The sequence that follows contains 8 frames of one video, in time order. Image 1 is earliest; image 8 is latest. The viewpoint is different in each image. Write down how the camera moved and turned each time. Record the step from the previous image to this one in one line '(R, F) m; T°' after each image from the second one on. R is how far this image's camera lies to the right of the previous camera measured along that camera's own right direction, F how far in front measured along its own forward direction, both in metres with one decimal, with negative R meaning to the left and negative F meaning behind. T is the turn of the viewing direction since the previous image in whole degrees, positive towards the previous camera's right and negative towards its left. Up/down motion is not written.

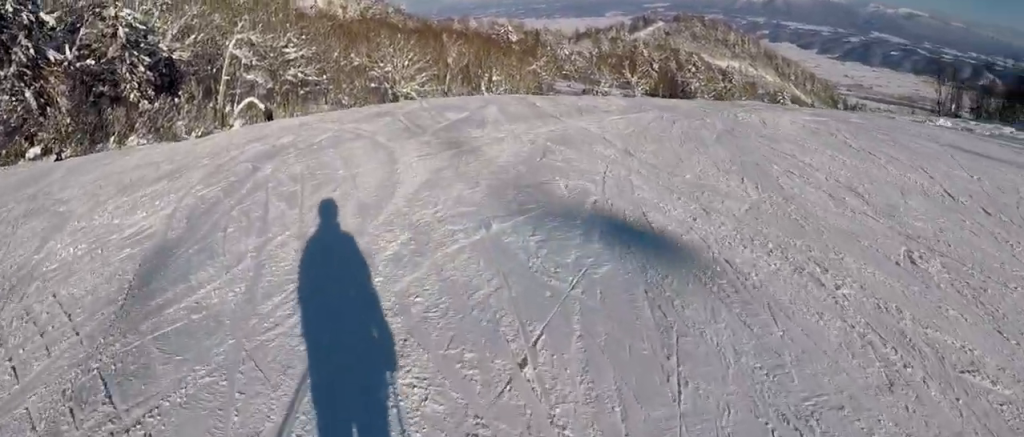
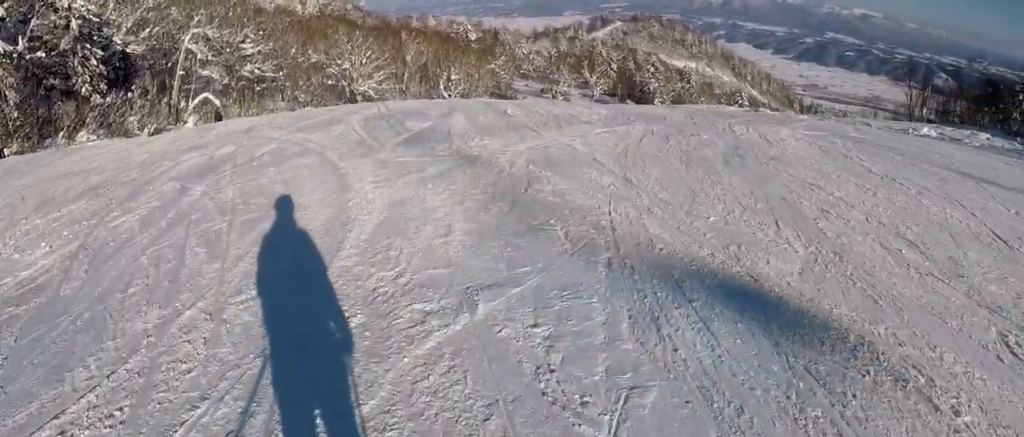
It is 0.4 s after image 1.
(0.0, +1.6) m; 0°
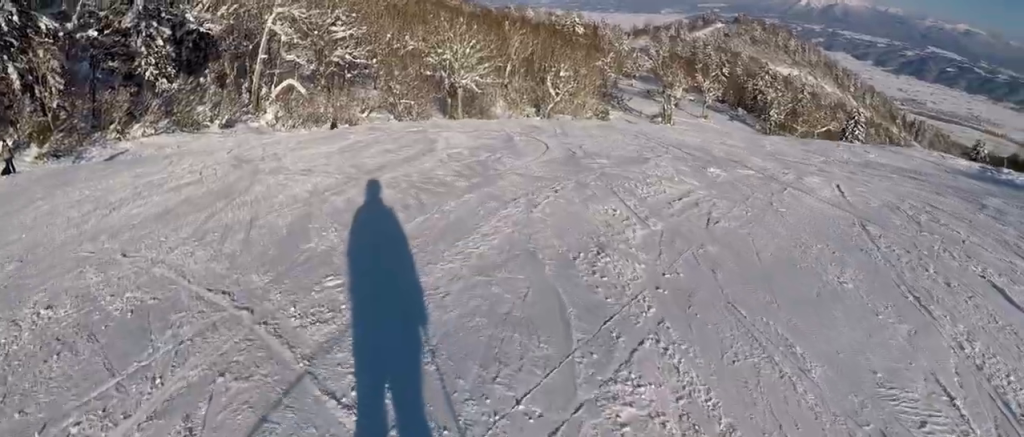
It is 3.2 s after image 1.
(-1.8, +9.7) m; -8°
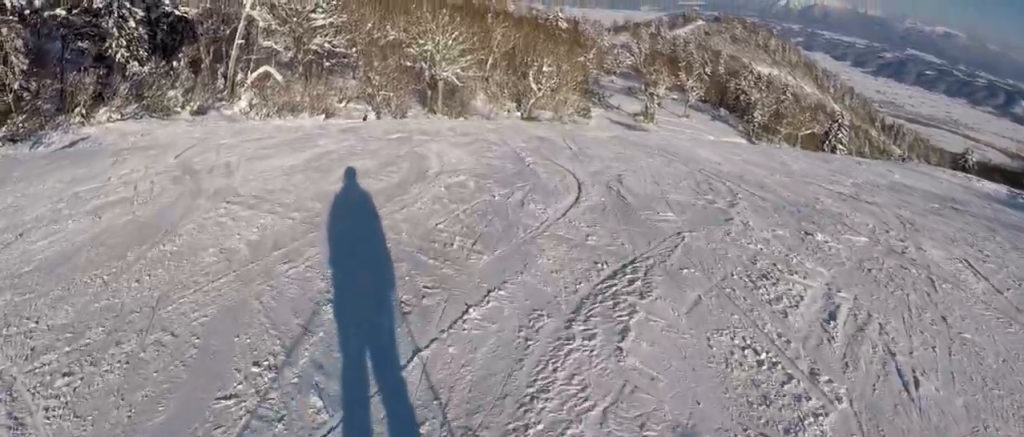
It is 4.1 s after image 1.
(+0.3, +3.3) m; -3°
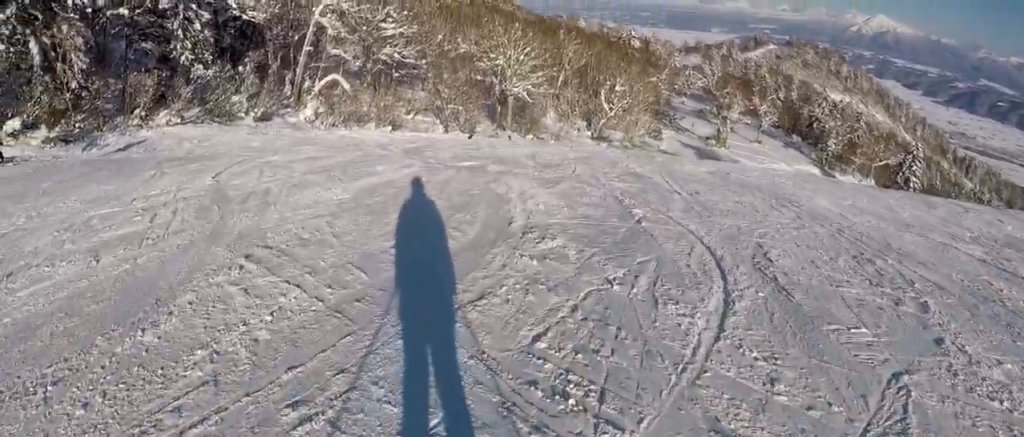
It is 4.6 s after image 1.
(+0.2, +2.4) m; -11°
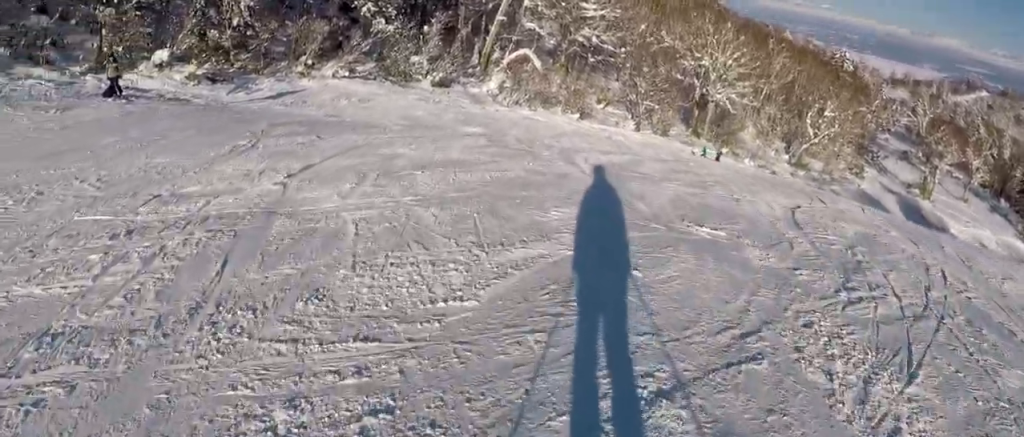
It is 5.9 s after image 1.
(-1.3, +5.4) m; -10°
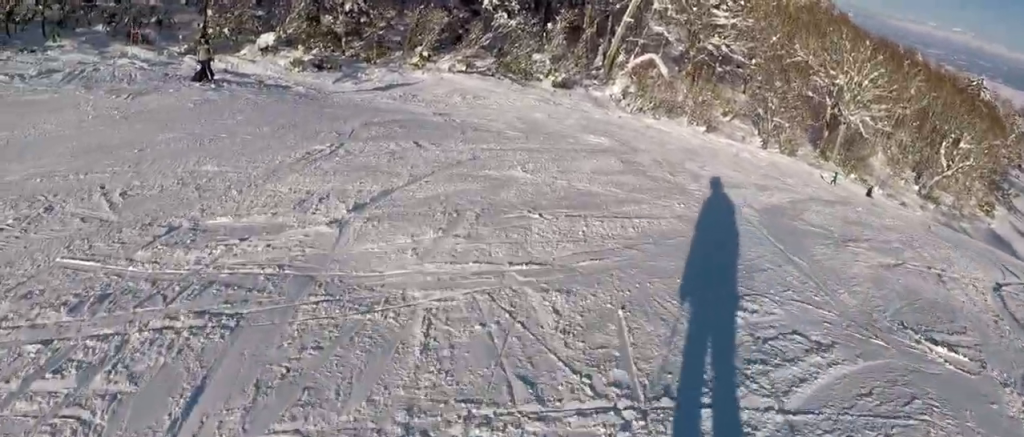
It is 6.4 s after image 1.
(0.0, +2.2) m; +5°
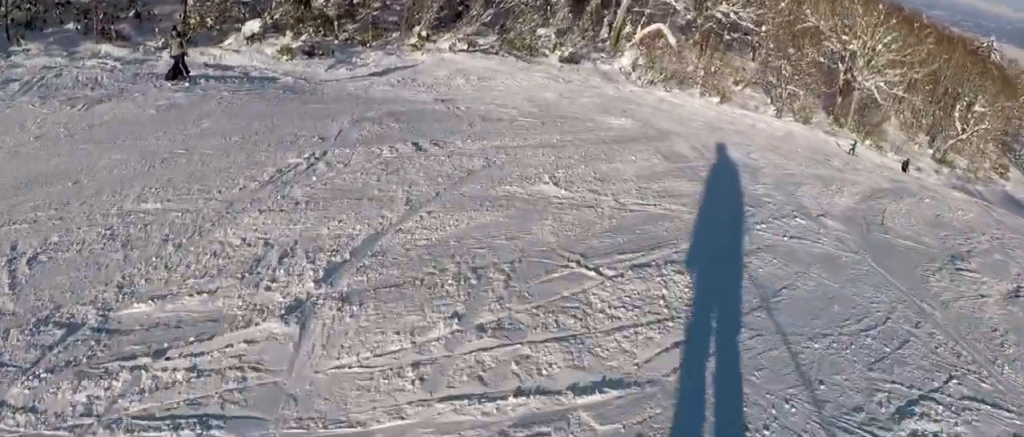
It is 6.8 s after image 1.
(0.0, +1.8) m; +5°
